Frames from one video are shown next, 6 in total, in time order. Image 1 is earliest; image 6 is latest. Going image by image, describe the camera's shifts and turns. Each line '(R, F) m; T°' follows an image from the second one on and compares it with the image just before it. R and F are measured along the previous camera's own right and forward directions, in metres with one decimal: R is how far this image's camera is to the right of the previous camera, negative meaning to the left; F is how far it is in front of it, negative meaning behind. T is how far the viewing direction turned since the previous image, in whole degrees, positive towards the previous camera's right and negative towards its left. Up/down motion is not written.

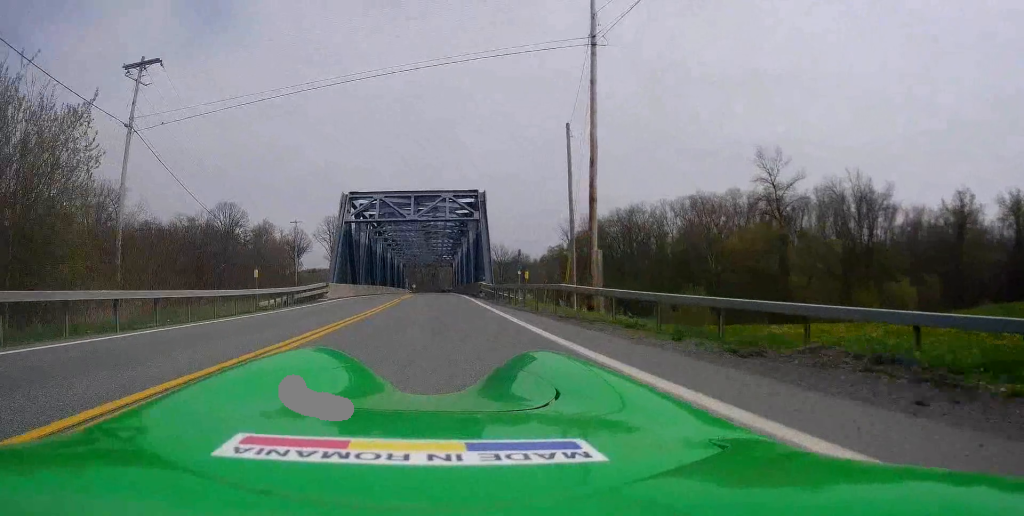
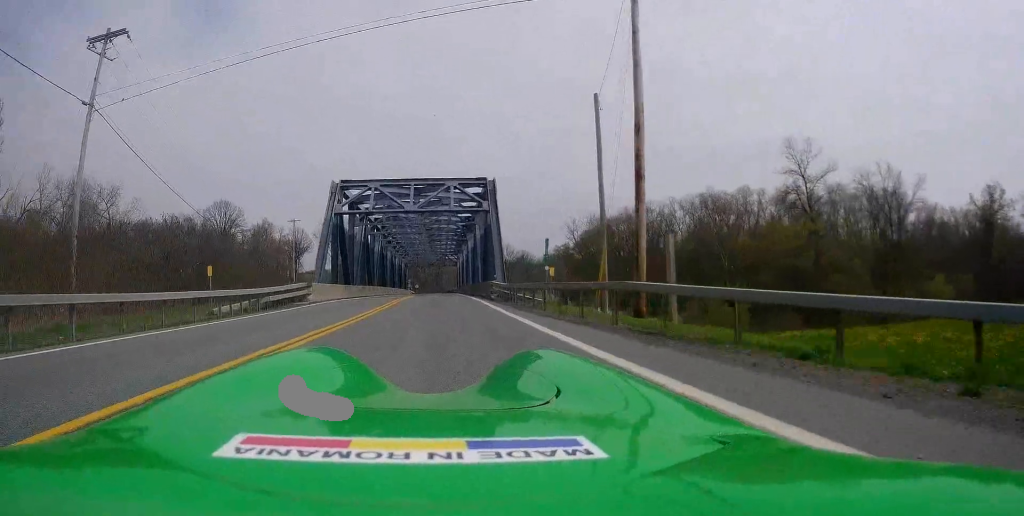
(0.0, +5.0) m; 0°
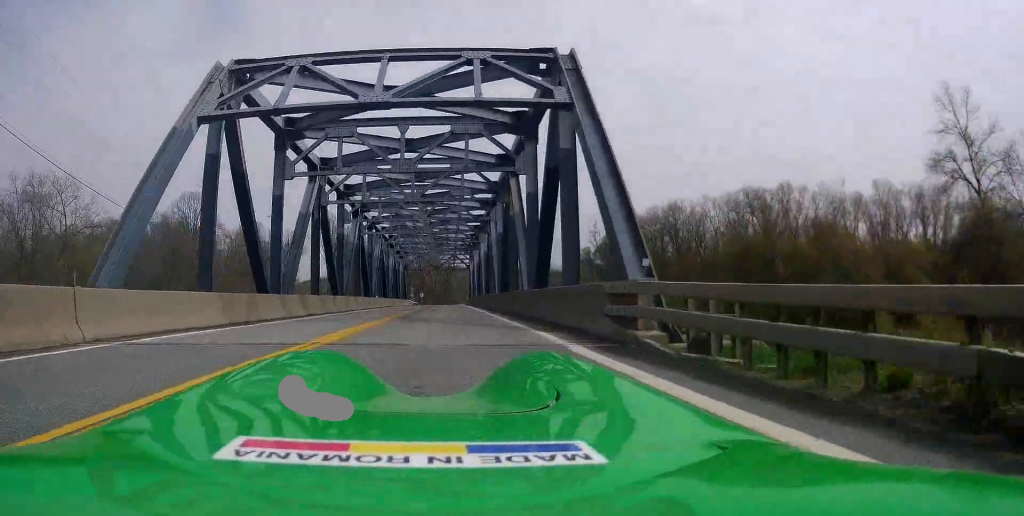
(-0.1, +22.0) m; 0°
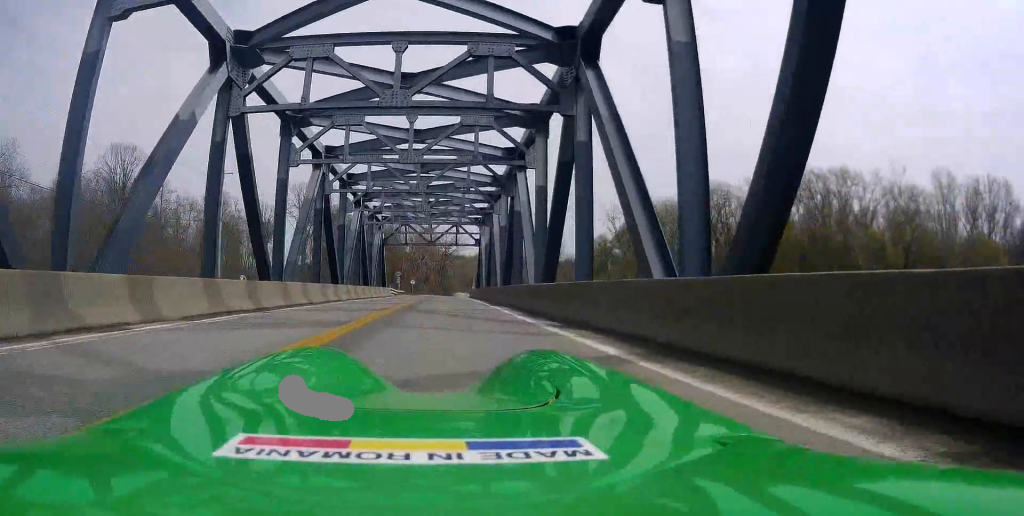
(+0.4, +28.0) m; +2°
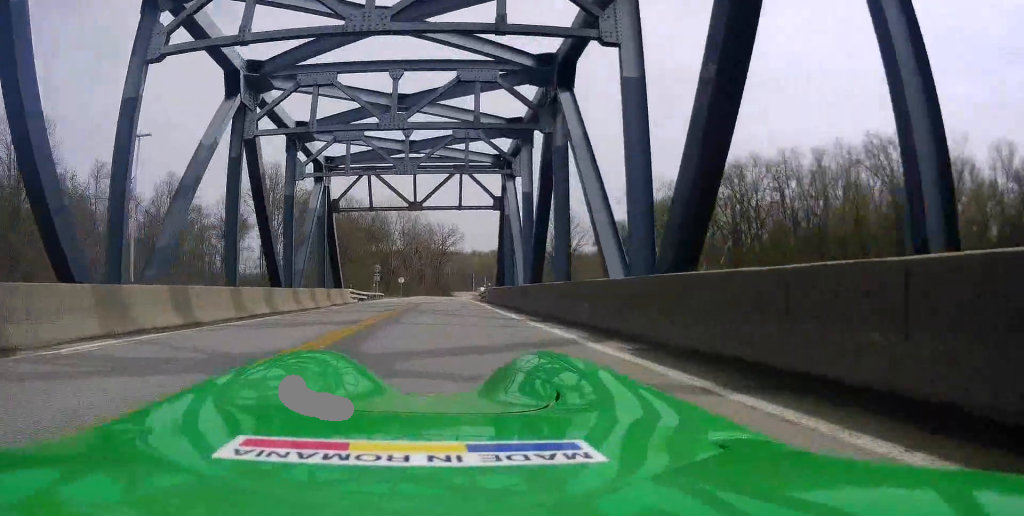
(+0.6, +25.7) m; -1°
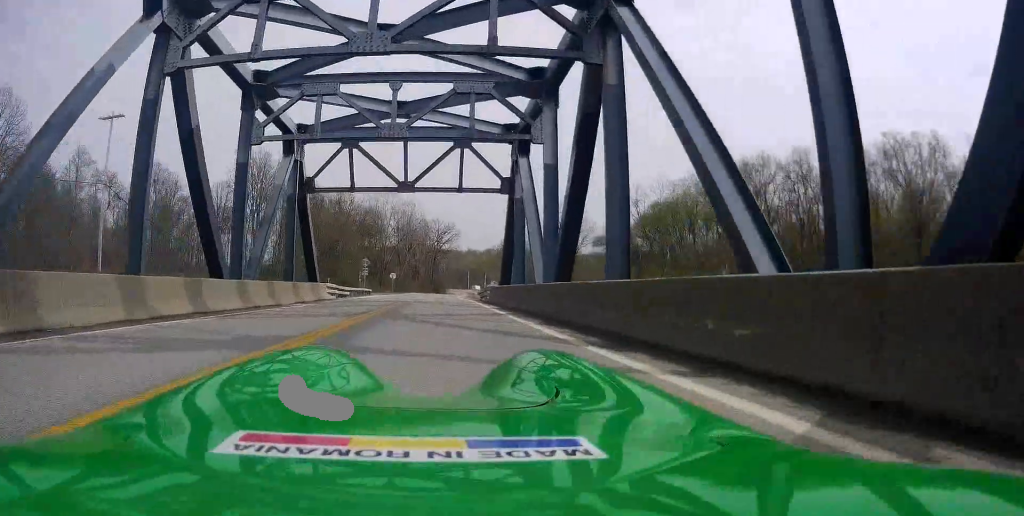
(-0.1, +5.8) m; -2°
